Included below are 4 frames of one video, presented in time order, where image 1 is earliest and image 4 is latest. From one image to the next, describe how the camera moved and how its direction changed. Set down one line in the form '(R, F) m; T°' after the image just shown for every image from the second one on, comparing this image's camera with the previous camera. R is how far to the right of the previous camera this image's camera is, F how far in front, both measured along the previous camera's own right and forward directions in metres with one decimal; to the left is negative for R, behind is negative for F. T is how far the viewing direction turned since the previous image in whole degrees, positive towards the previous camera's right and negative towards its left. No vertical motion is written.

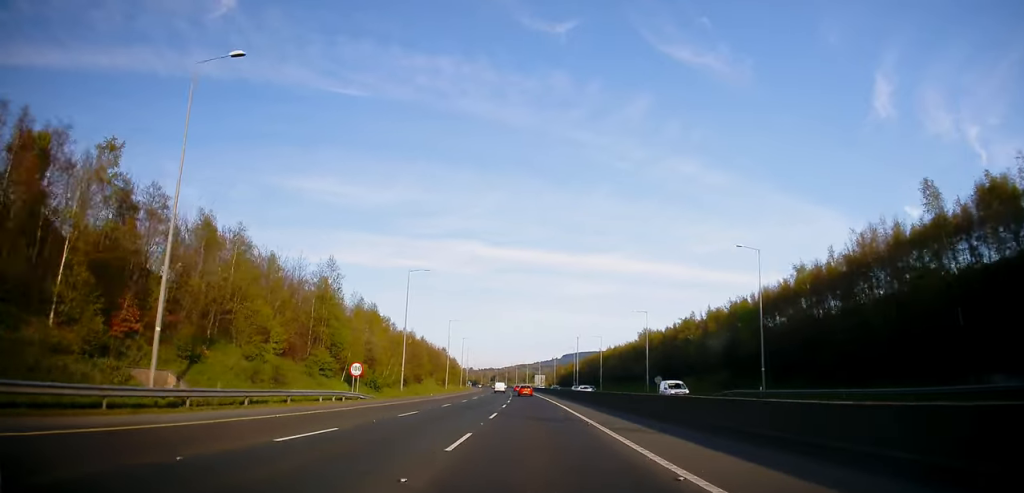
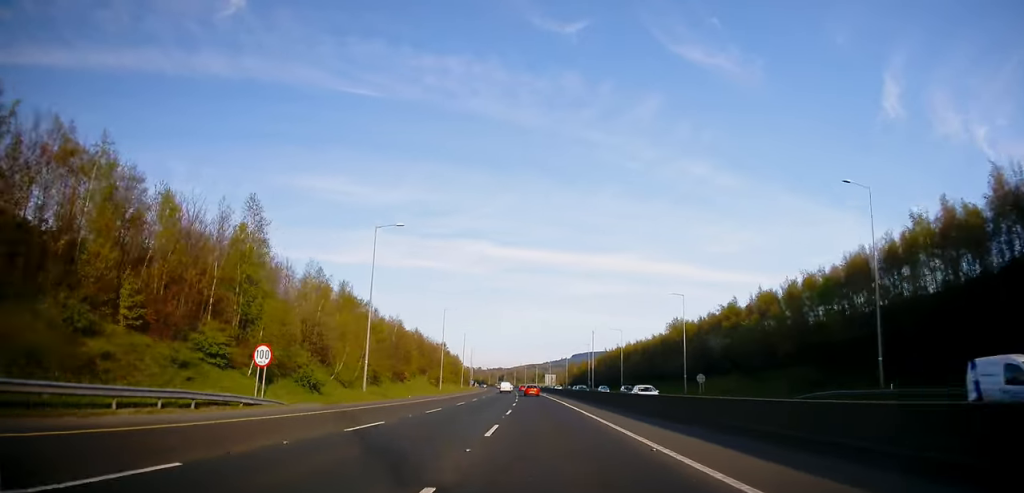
(+0.1, +20.1) m; -1°
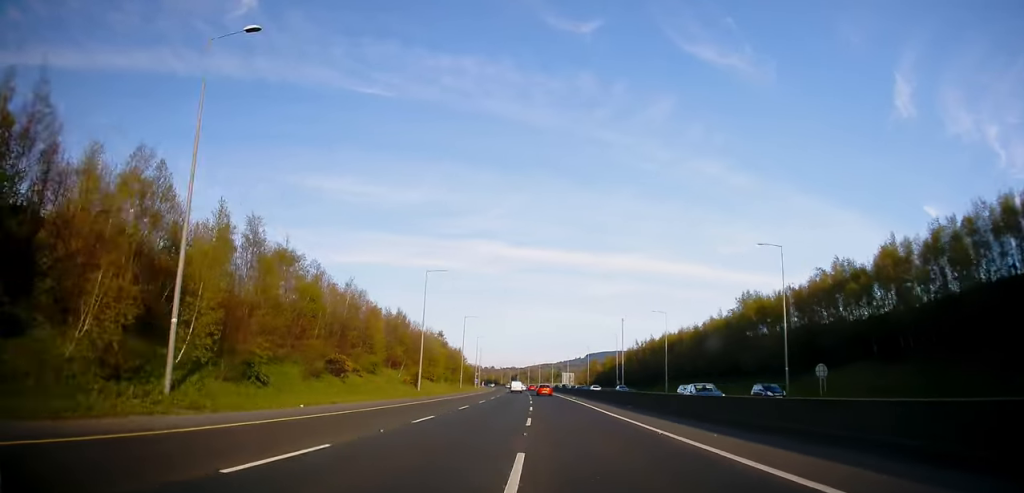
(-0.7, +30.9) m; -1°
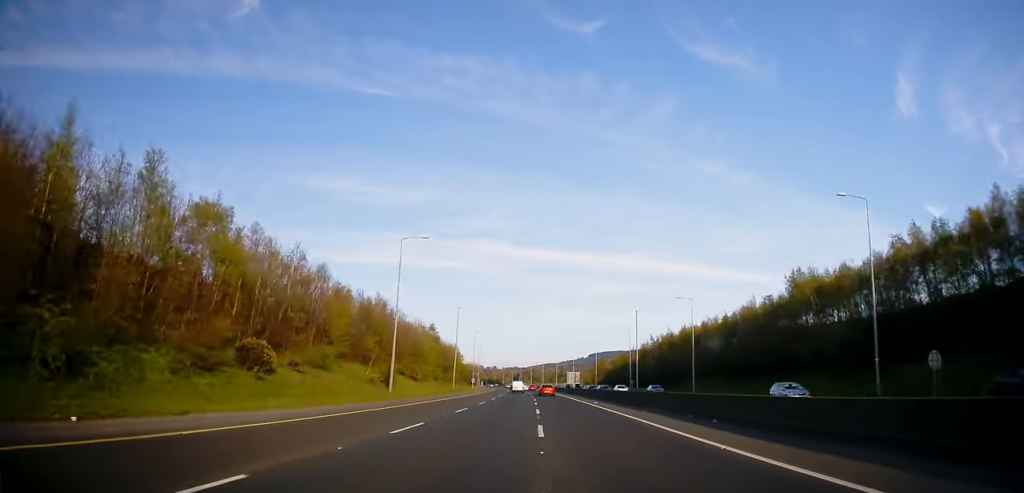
(-0.2, +16.2) m; 0°
